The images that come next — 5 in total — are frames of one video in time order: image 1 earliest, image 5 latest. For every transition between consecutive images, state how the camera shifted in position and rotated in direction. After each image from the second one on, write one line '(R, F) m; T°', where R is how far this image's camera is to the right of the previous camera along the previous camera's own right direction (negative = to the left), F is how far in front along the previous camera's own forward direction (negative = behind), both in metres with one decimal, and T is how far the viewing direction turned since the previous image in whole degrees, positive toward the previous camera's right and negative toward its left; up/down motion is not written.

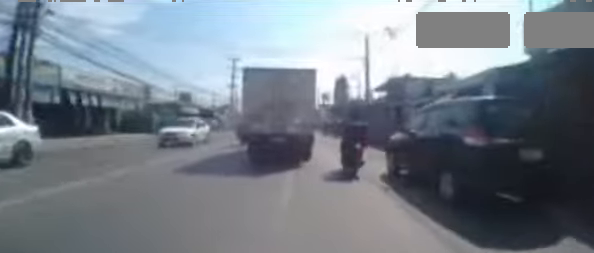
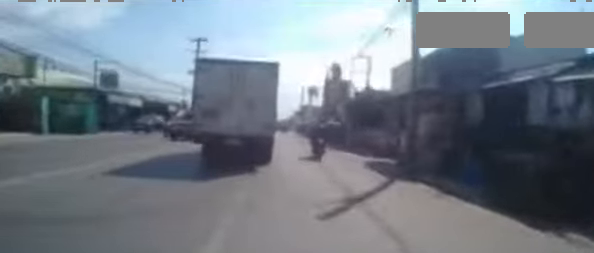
(+0.4, +11.8) m; +6°
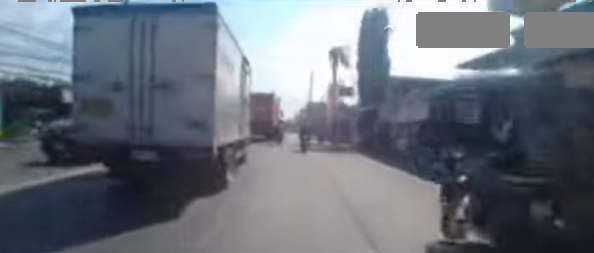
(-1.4, +20.1) m; -7°
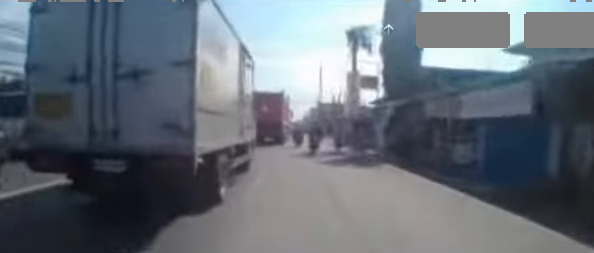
(+0.3, +4.1) m; 0°
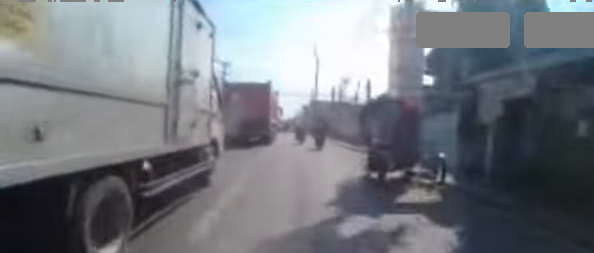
(-0.3, +9.6) m; 0°
